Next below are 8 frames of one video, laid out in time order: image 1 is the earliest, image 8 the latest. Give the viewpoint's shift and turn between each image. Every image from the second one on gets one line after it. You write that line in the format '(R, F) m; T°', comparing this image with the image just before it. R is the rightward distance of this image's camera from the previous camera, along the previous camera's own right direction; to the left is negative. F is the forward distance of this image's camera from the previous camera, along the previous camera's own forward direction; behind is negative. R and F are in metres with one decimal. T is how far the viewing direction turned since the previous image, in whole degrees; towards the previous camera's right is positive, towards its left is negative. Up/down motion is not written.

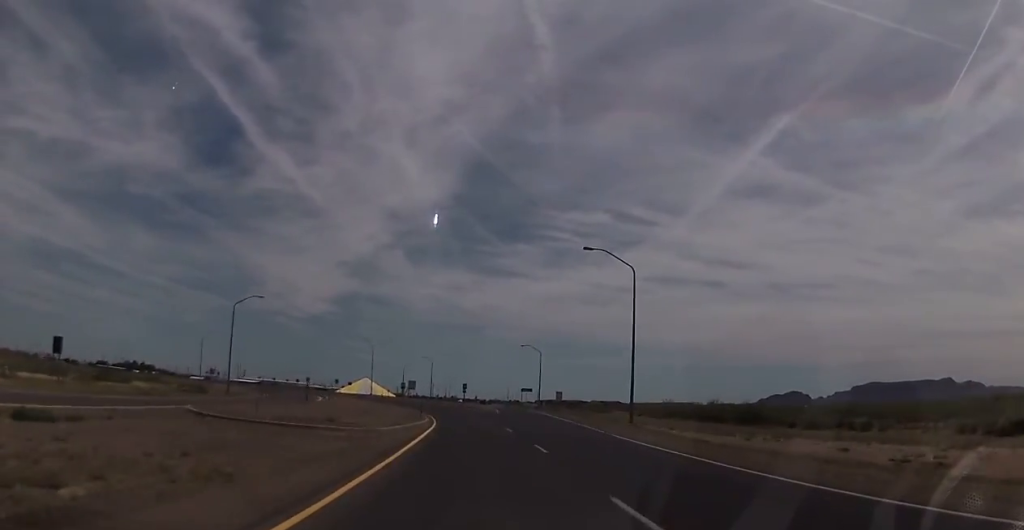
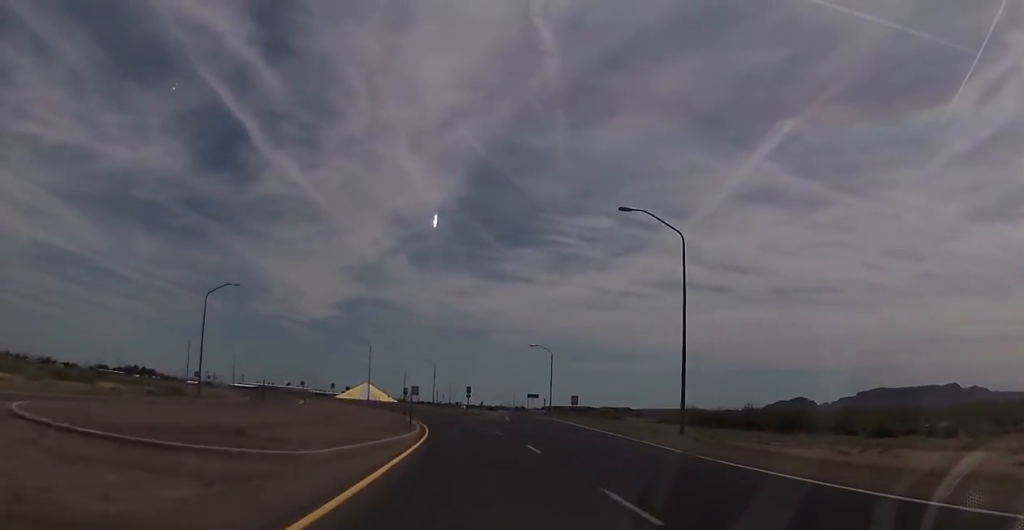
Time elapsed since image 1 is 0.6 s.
(0.0, +10.9) m; -1°
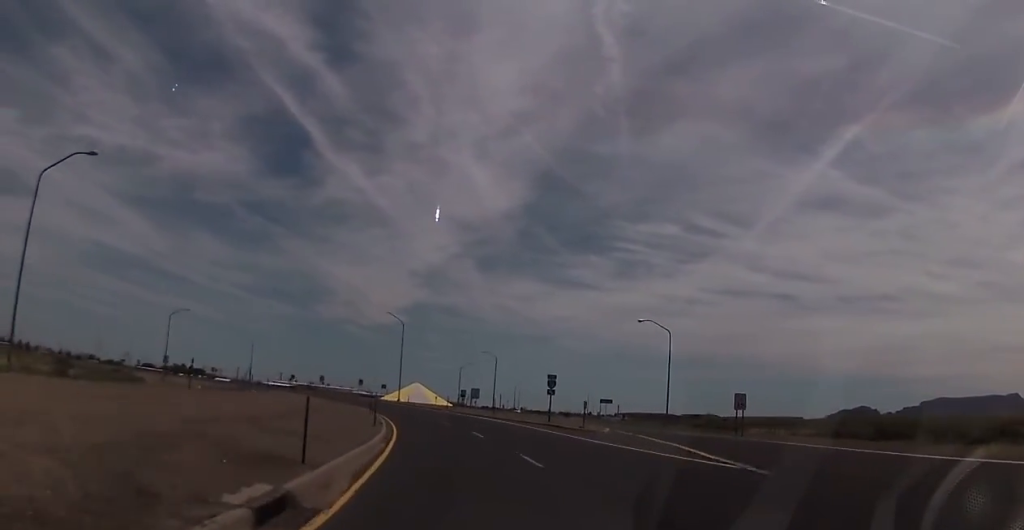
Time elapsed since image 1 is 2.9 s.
(-0.6, +41.3) m; -4°
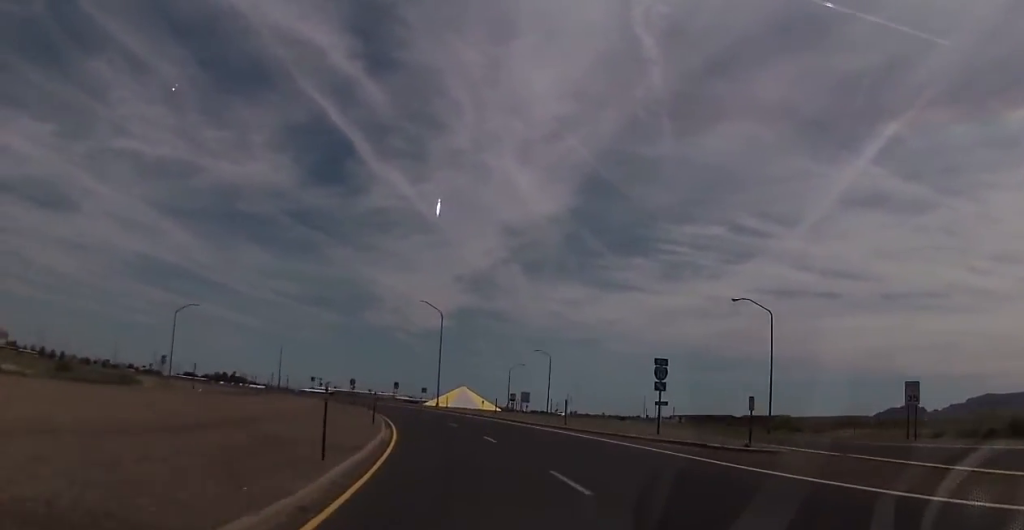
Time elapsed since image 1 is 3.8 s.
(-0.7, +16.4) m; -5°
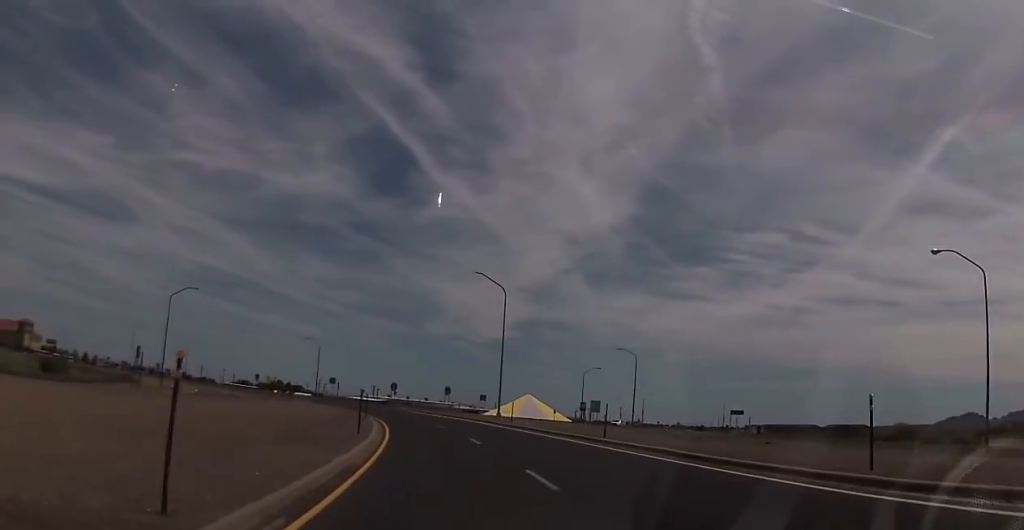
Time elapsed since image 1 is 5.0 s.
(-1.4, +23.0) m; -6°
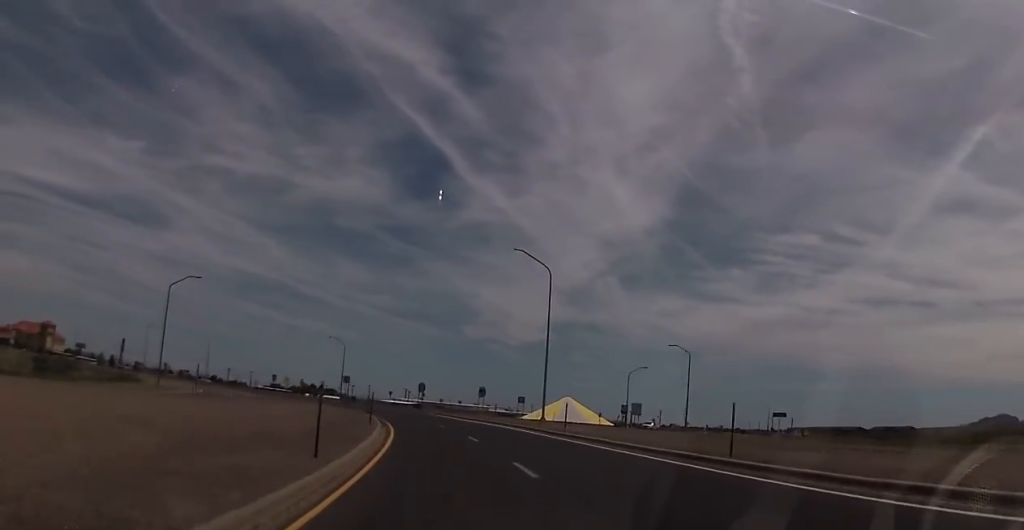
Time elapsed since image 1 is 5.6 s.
(-0.3, +10.4) m; -2°
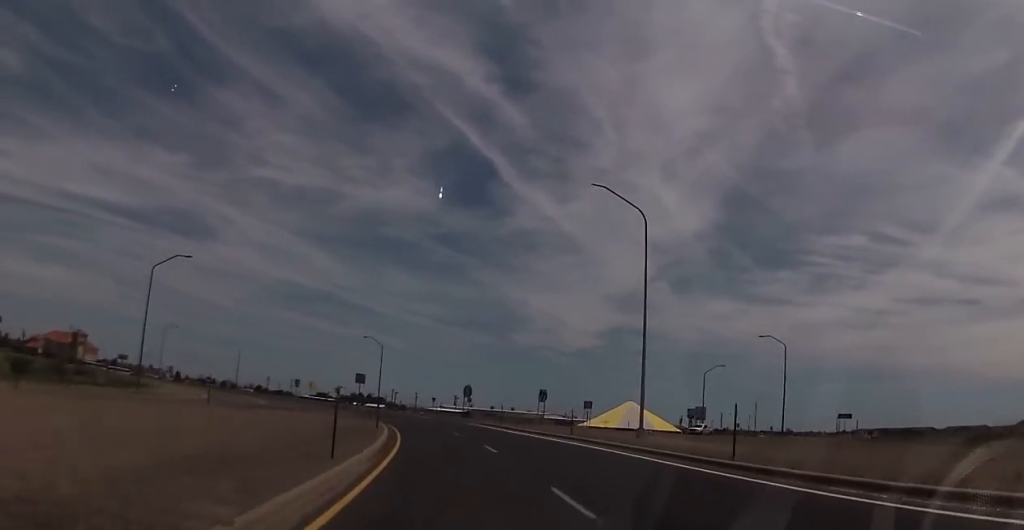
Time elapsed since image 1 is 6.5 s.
(0.0, +16.4) m; -3°
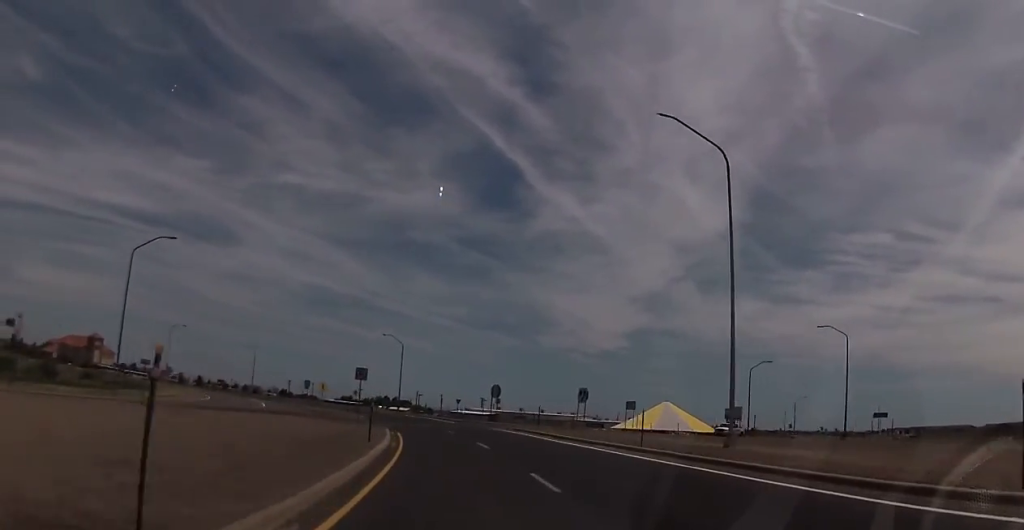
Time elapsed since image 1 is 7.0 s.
(-0.5, +9.1) m; -3°
